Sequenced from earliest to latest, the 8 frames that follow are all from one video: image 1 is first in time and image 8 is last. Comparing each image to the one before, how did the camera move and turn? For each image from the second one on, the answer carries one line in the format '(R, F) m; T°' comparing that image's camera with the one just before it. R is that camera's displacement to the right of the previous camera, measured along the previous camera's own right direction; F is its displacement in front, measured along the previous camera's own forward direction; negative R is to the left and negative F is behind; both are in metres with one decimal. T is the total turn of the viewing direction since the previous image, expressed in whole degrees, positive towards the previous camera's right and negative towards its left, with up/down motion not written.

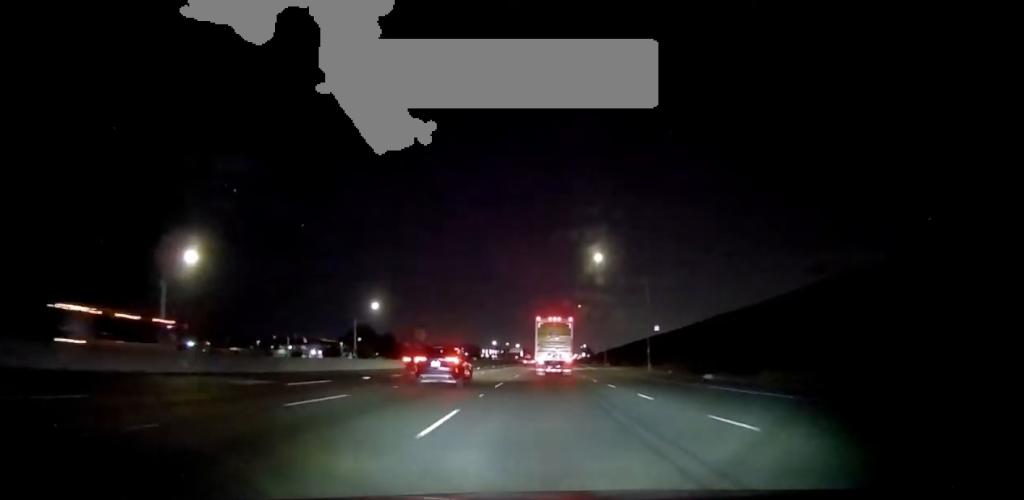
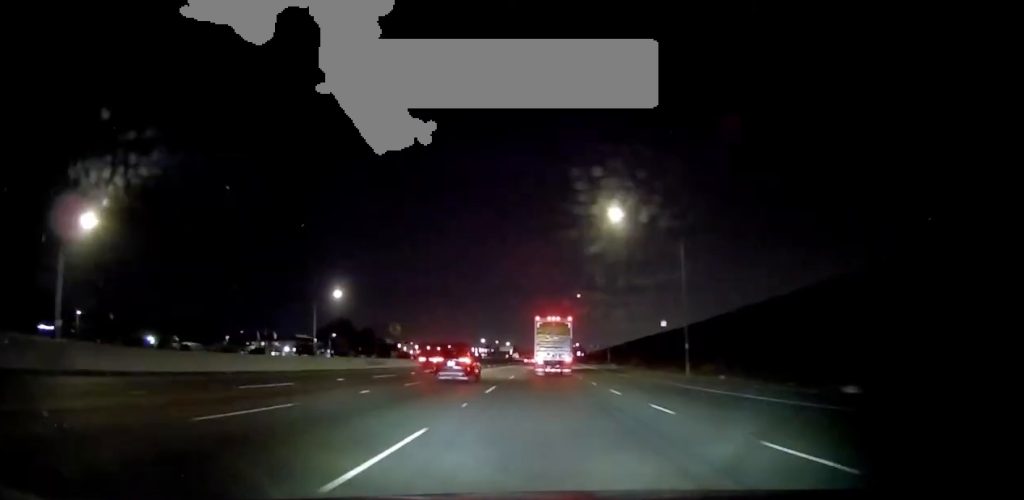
(+0.4, +17.9) m; +1°
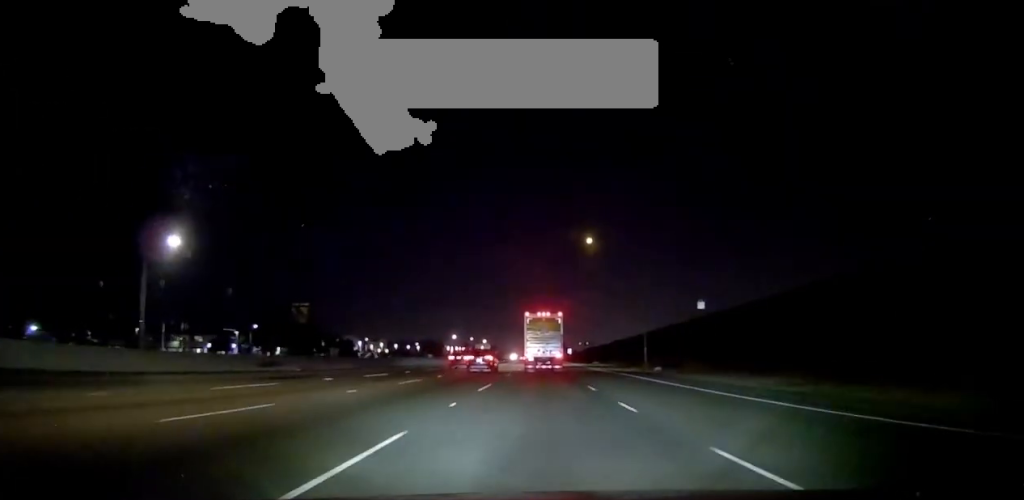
(+0.4, +44.1) m; +2°
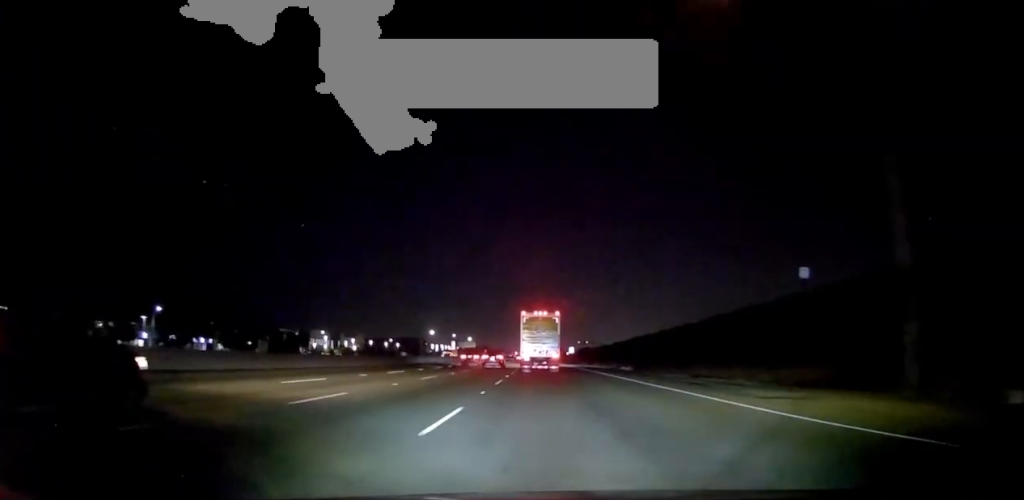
(+1.4, +39.4) m; +3°
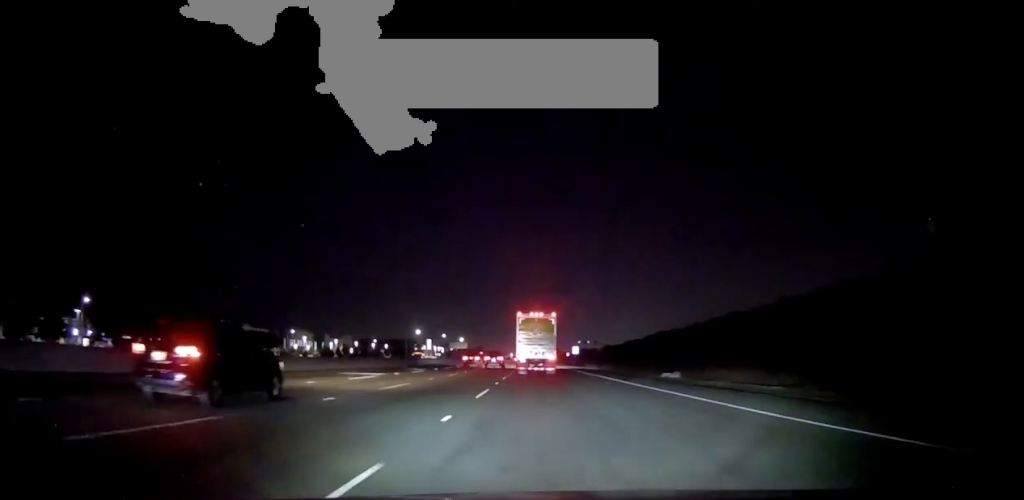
(-0.3, +21.4) m; -1°
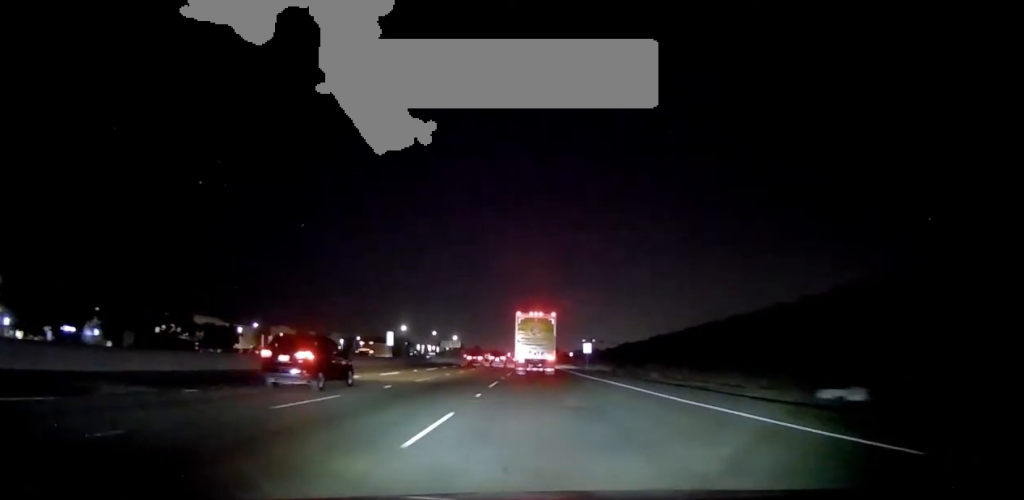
(0.0, +23.9) m; +1°
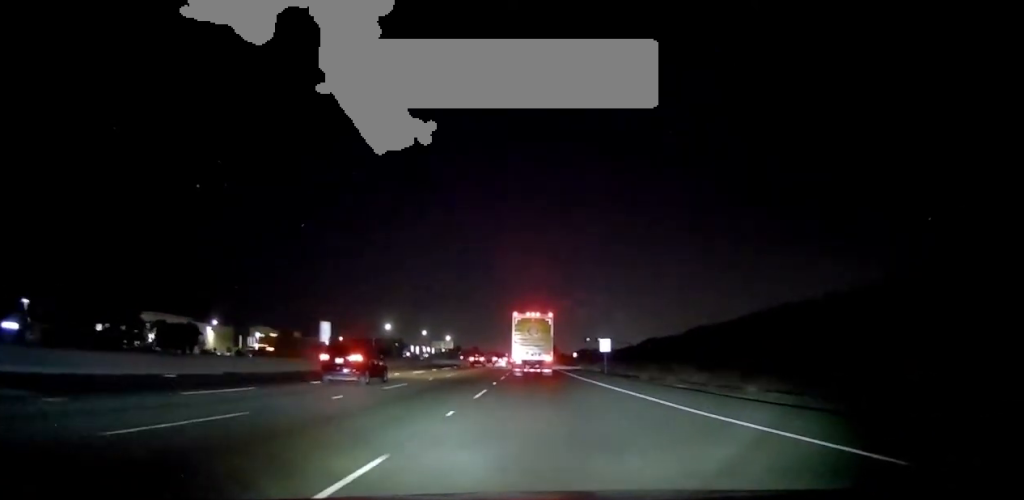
(+0.2, +19.8) m; 0°
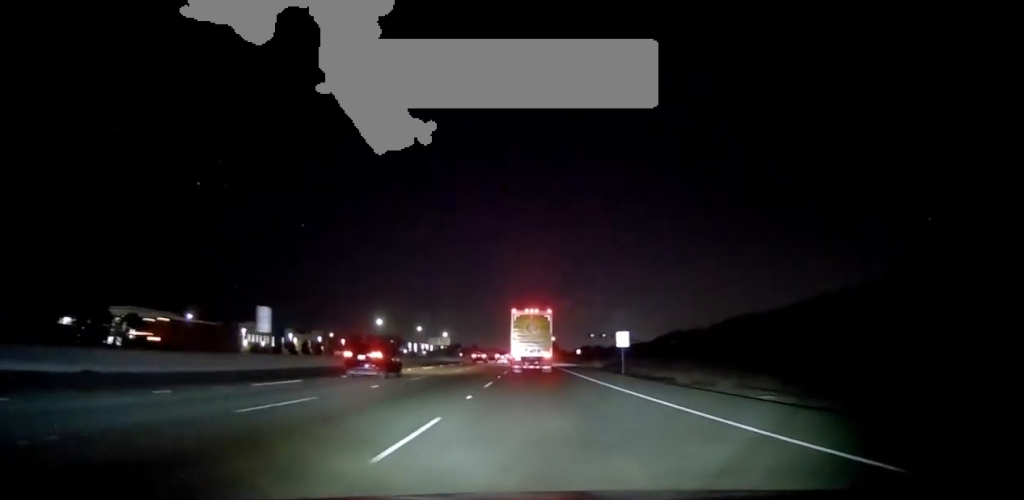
(+0.1, +10.7) m; 0°
